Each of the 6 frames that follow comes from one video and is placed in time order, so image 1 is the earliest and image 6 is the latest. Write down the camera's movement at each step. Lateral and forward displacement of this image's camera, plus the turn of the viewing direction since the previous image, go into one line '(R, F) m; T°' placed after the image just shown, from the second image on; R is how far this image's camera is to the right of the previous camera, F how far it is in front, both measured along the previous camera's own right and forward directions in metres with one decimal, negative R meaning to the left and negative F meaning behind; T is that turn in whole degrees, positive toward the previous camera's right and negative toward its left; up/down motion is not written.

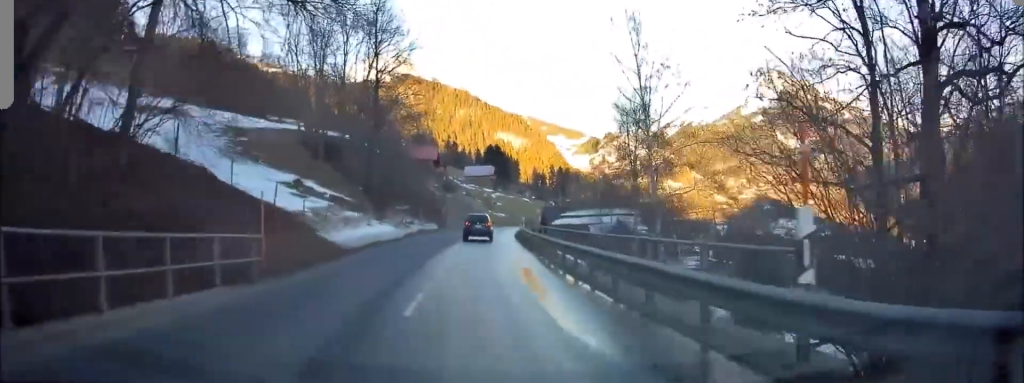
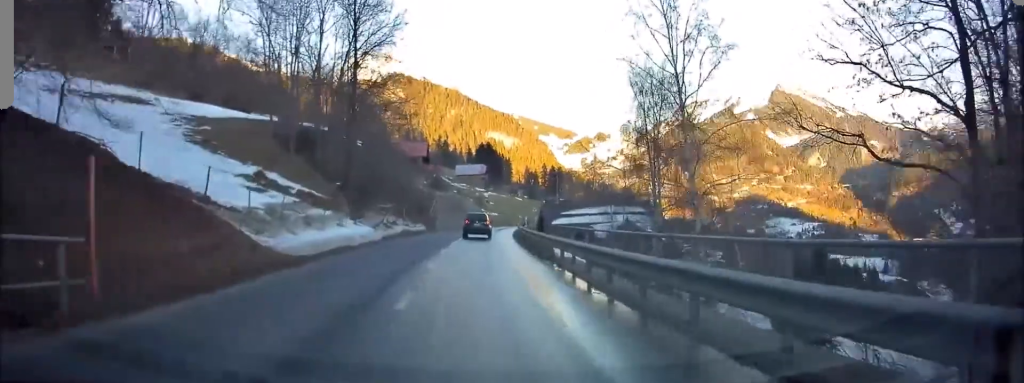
(+0.1, +6.1) m; +1°
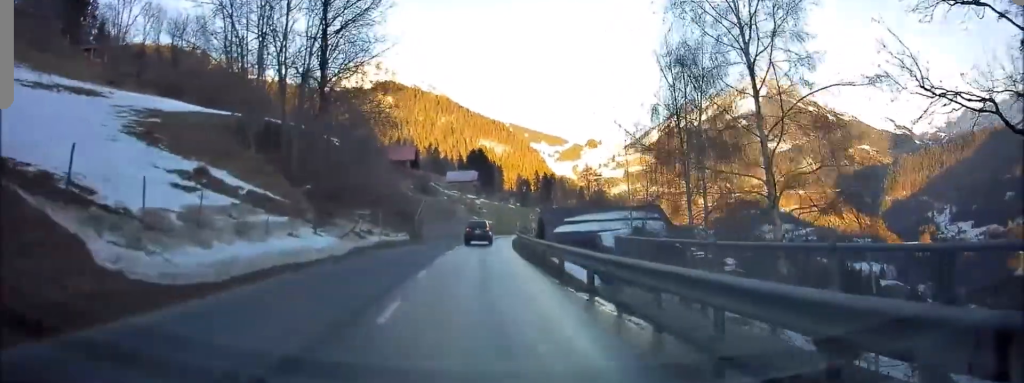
(+0.1, +7.6) m; +1°
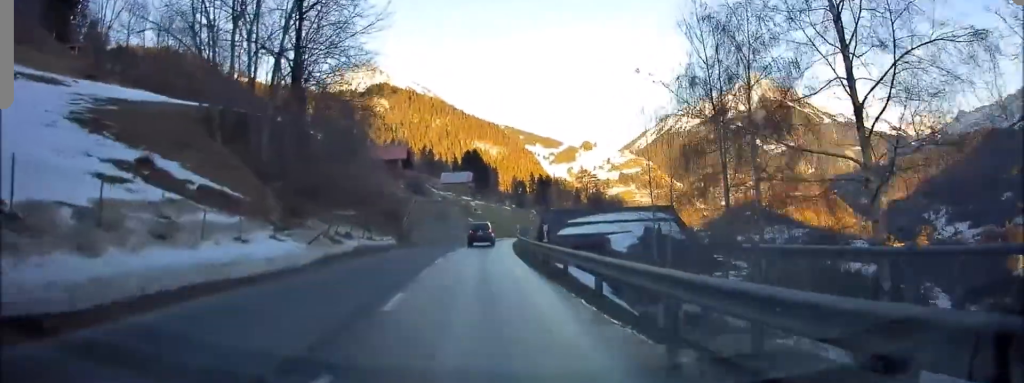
(+0.1, +5.3) m; +1°
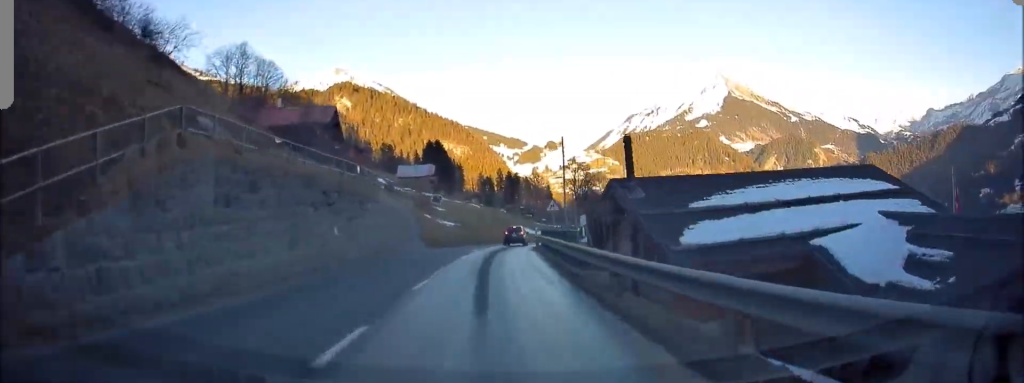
(+0.8, +38.9) m; +3°
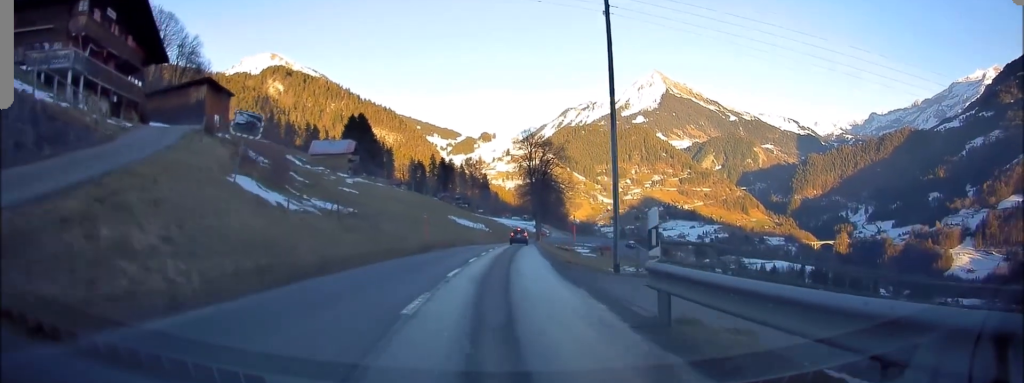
(+2.1, +36.2) m; +8°
